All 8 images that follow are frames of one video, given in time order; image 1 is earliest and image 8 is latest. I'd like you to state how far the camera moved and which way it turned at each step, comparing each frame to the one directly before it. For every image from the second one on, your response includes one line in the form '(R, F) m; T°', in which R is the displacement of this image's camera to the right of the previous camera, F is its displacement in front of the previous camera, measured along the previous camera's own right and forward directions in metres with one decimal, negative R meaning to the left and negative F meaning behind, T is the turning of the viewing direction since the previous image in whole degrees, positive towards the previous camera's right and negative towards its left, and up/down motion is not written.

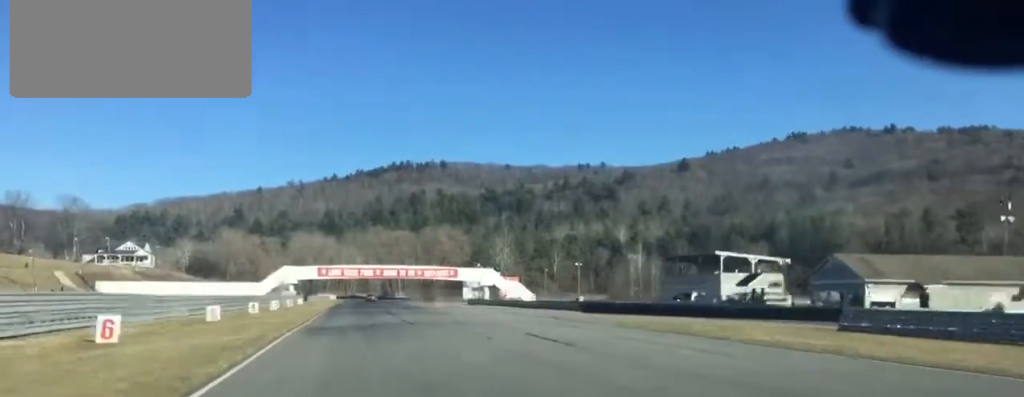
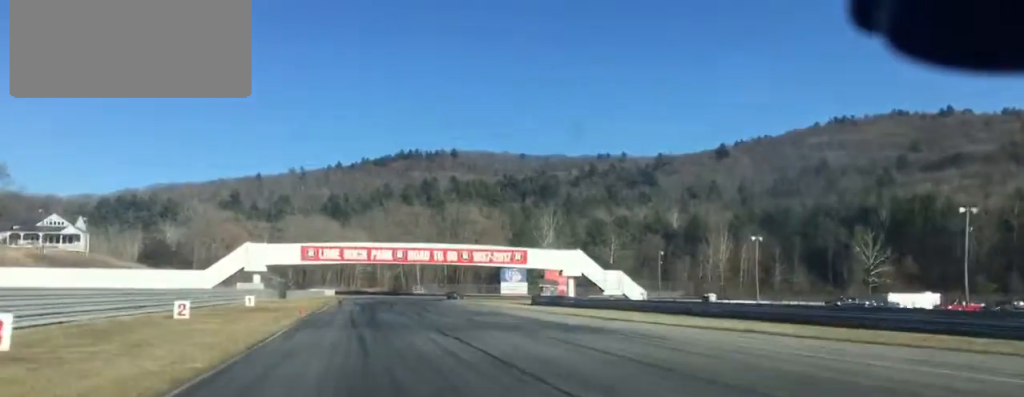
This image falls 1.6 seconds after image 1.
(-0.1, +65.4) m; -1°
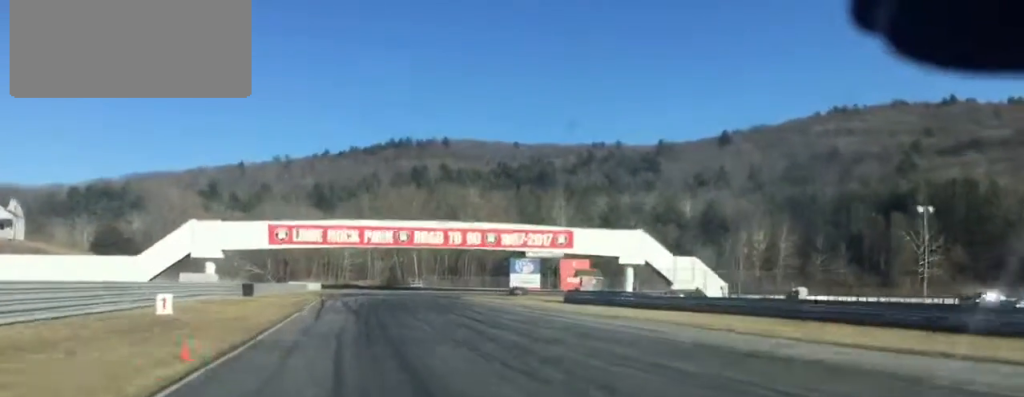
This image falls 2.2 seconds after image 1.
(-0.1, +26.6) m; +1°
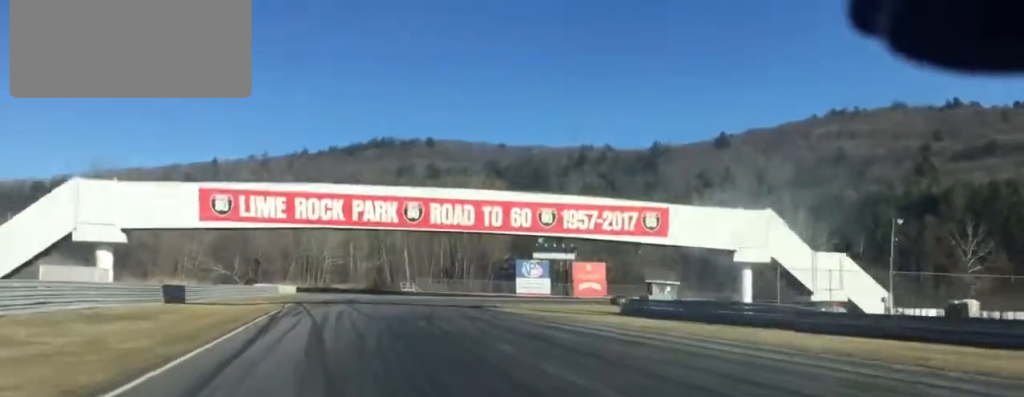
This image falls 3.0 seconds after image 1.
(+0.3, +30.2) m; +2°
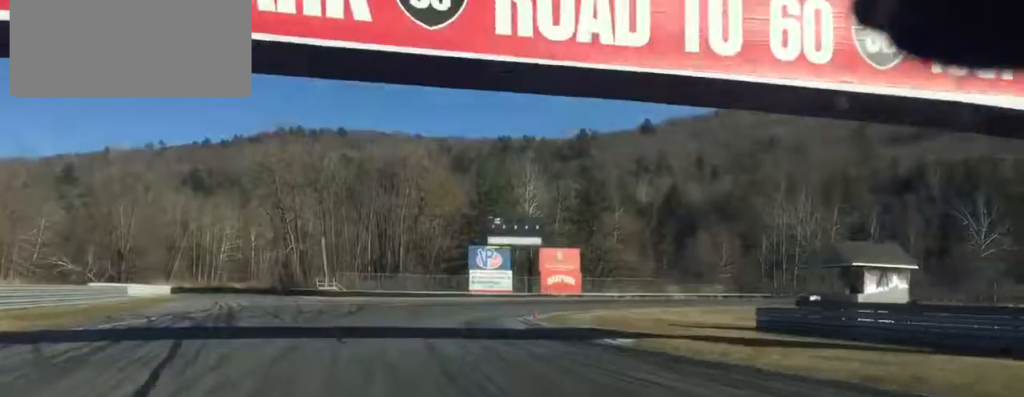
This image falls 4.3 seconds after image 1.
(+1.9, +41.2) m; +8°
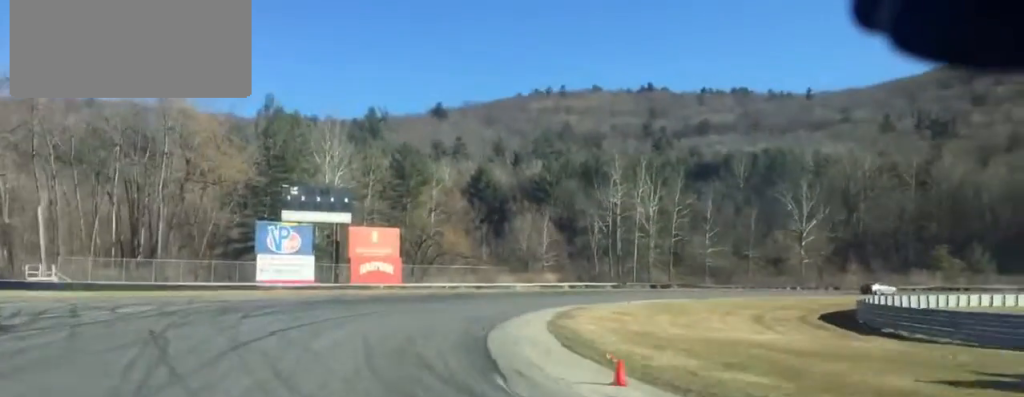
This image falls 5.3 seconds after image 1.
(+2.6, +29.5) m; +12°
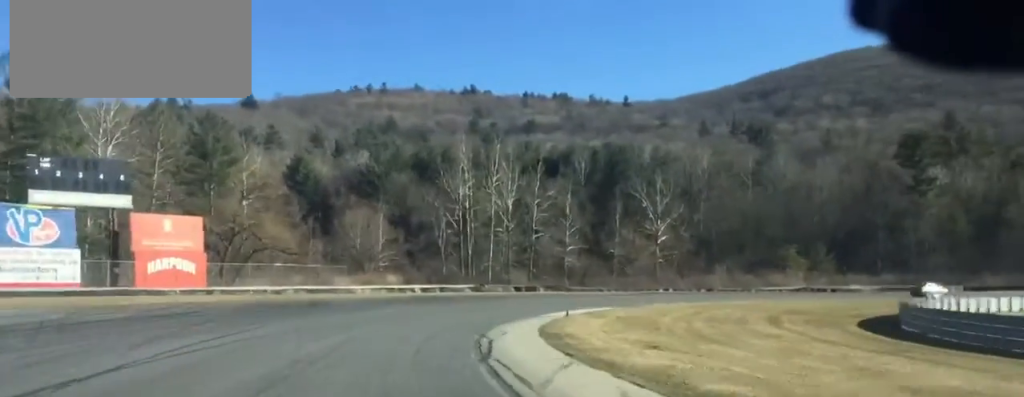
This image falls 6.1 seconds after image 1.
(+2.1, +21.4) m; +13°
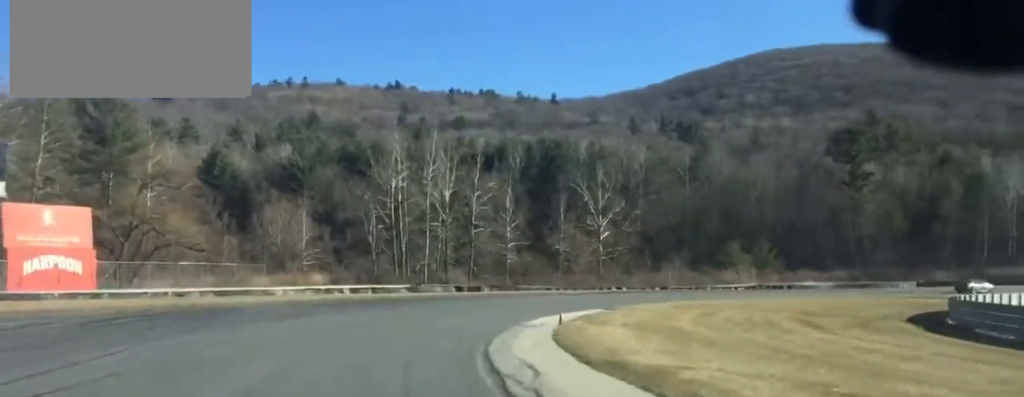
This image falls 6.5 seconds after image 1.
(-0.2, +10.0) m; +7°
